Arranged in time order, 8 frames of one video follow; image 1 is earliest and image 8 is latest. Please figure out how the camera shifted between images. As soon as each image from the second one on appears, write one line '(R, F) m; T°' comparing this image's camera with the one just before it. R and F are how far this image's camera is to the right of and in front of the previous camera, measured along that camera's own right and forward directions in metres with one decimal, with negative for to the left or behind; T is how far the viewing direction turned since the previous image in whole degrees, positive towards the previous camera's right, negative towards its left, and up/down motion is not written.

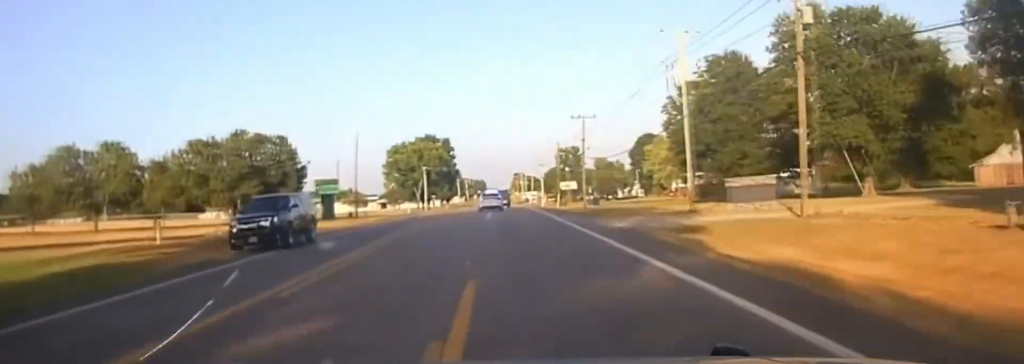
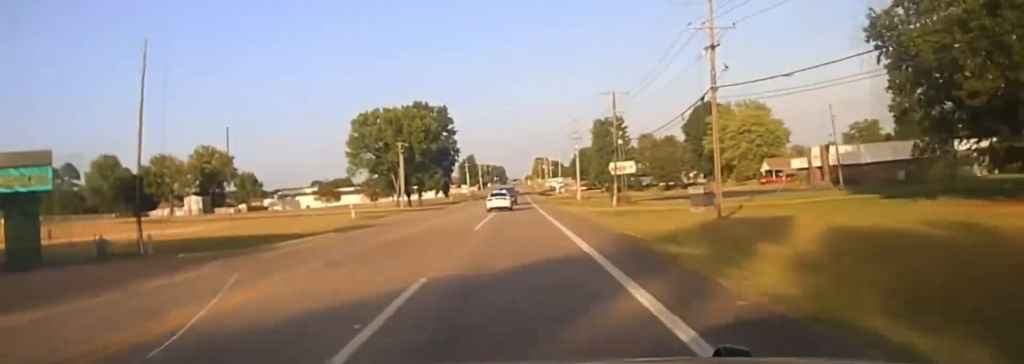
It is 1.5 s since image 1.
(-0.1, +63.7) m; 0°
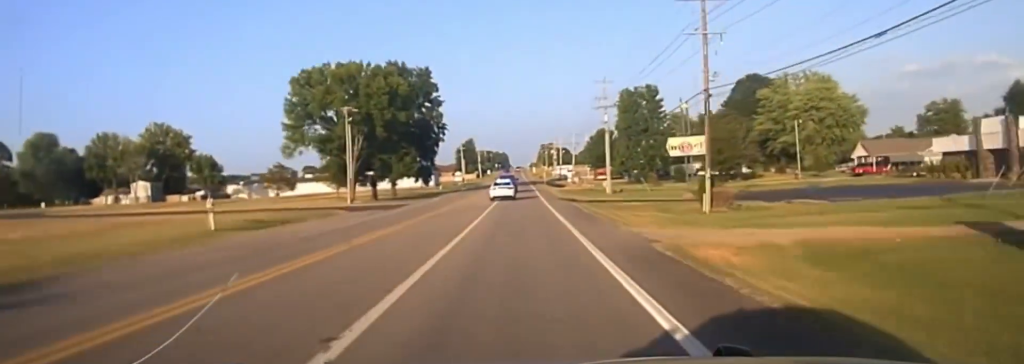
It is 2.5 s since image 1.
(-0.2, +43.5) m; -1°
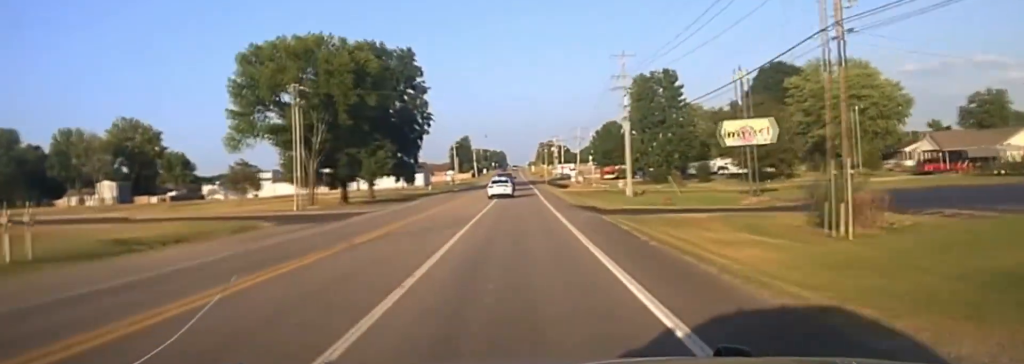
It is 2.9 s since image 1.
(0.0, +20.3) m; -1°
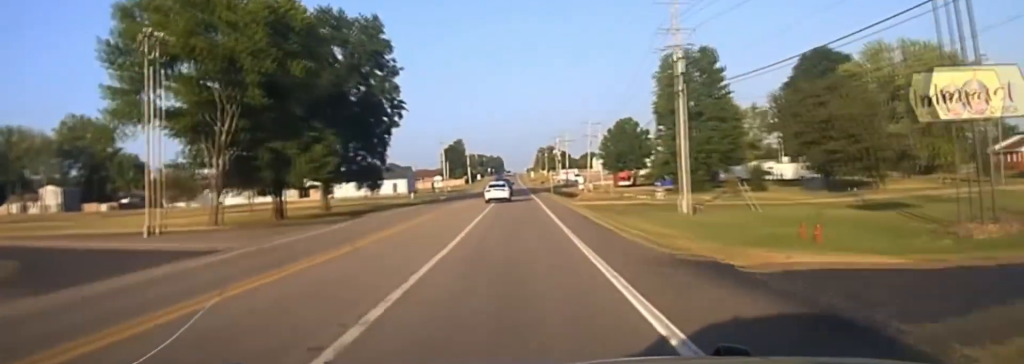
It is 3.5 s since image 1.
(-0.3, +26.0) m; 0°
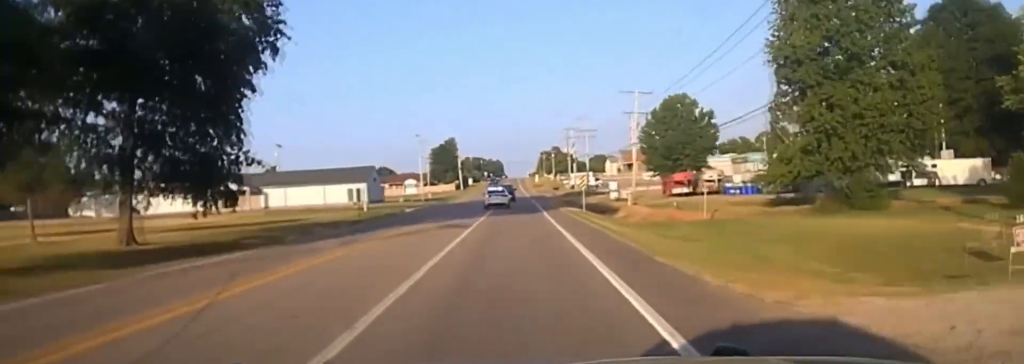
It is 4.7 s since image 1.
(+0.3, +50.1) m; +1°
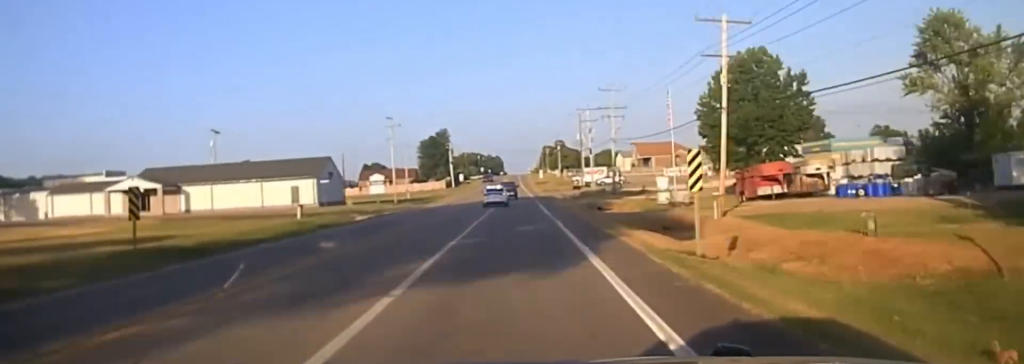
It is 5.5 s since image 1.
(0.0, +33.0) m; 0°
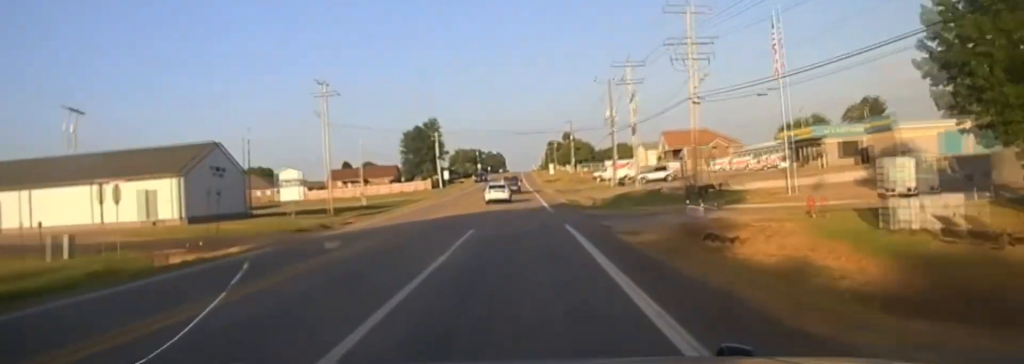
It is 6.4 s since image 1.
(0.0, +40.5) m; 0°
